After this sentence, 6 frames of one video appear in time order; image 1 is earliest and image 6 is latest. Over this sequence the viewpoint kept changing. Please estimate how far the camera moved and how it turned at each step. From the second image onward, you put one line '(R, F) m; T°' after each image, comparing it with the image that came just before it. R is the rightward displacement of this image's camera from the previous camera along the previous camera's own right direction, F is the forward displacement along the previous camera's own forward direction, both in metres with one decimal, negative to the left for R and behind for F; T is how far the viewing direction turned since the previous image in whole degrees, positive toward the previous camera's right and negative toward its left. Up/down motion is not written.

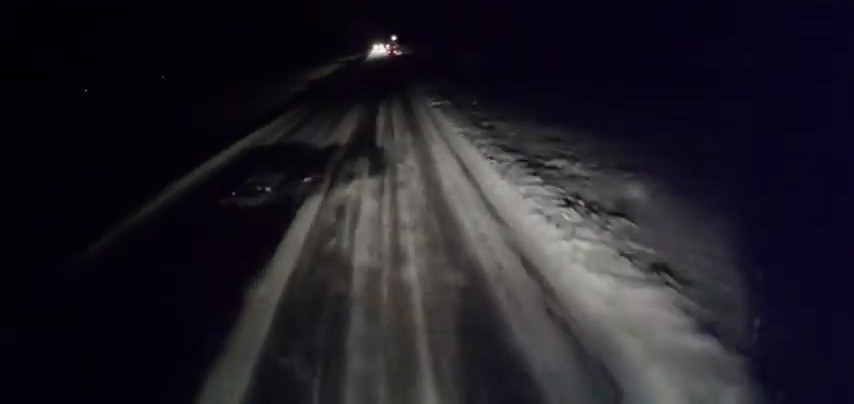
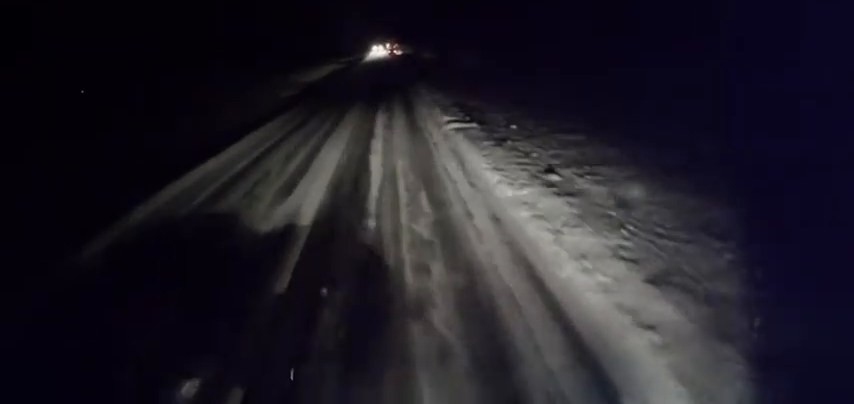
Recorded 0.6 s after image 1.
(-0.2, +6.8) m; -2°
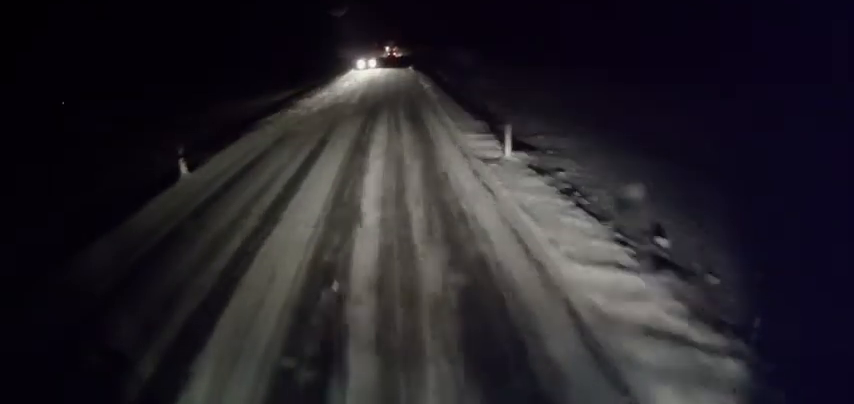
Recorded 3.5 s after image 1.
(-0.1, +31.5) m; -1°
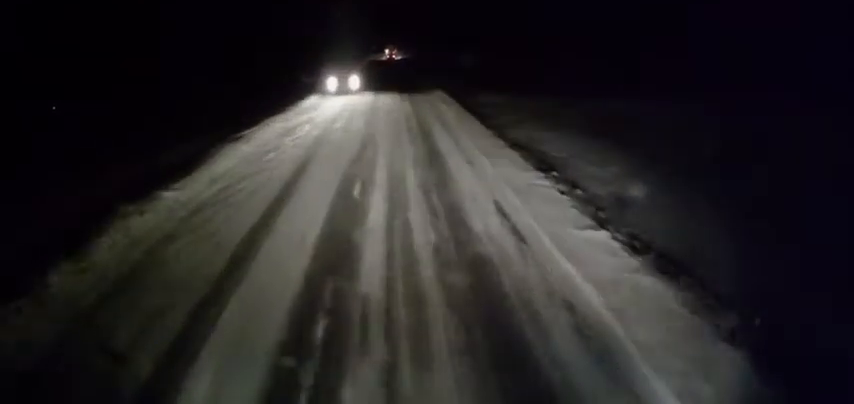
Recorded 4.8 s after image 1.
(-0.1, +14.7) m; +1°
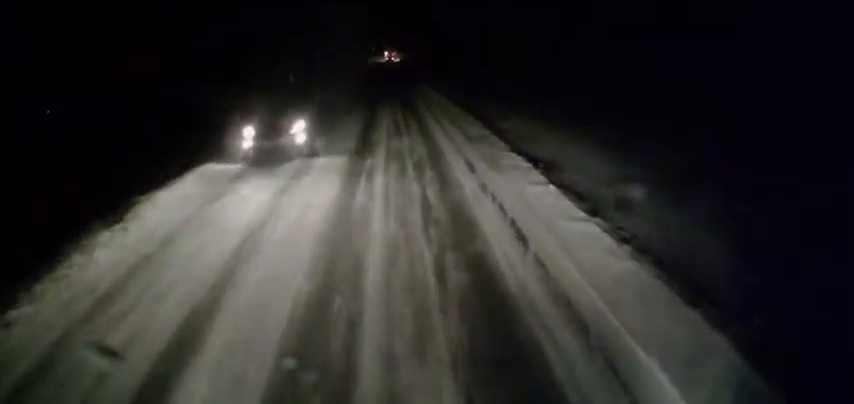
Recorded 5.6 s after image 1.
(0.0, +8.4) m; 0°
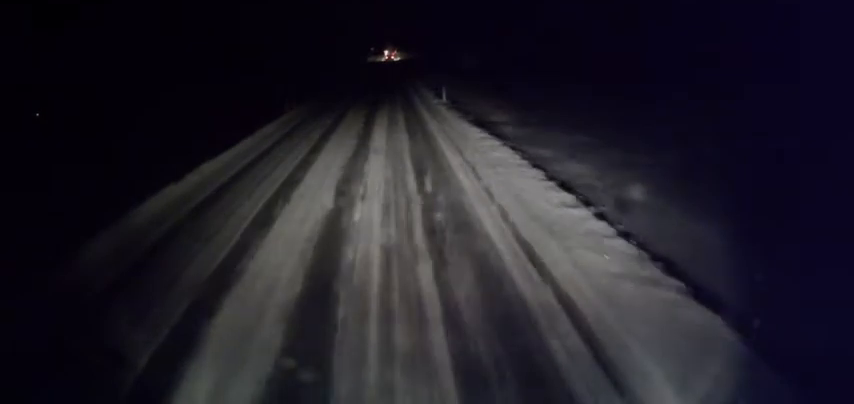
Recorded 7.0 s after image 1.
(0.0, +14.8) m; -1°
